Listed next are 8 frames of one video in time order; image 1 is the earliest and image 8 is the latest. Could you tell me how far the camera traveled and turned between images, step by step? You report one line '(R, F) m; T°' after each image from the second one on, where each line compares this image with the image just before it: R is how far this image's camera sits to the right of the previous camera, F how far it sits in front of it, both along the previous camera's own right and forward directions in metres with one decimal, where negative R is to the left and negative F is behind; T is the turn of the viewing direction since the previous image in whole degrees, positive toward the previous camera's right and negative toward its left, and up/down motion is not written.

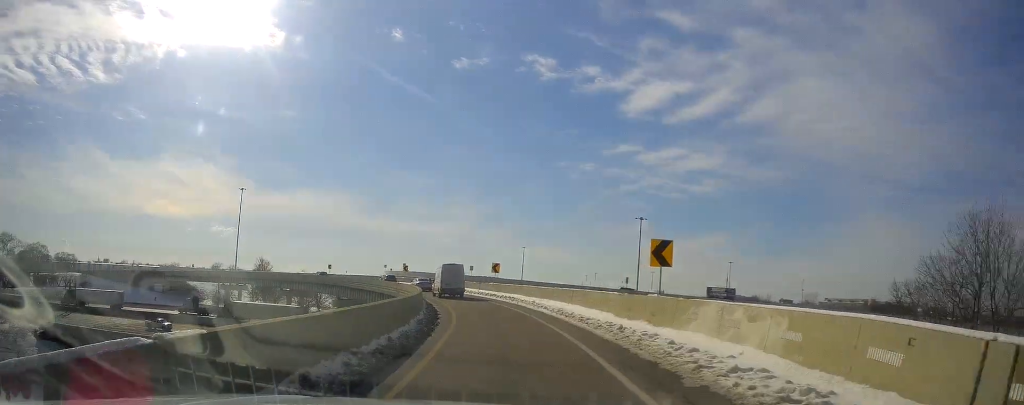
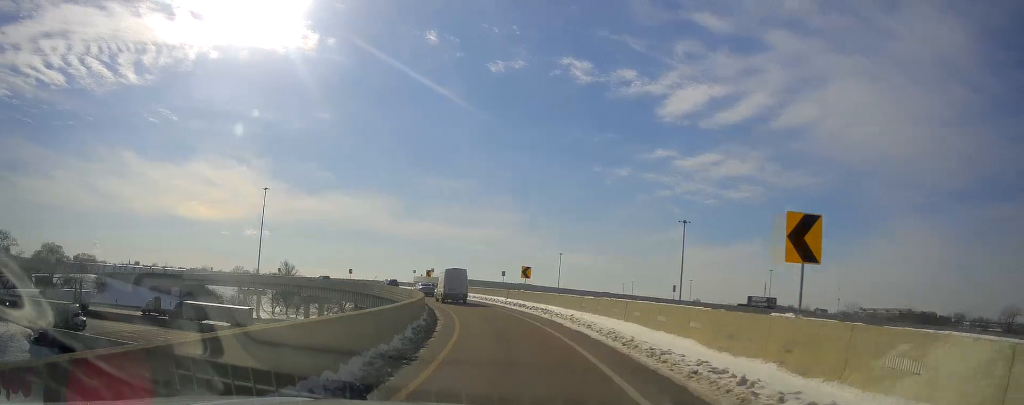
(-0.2, +9.1) m; -4°
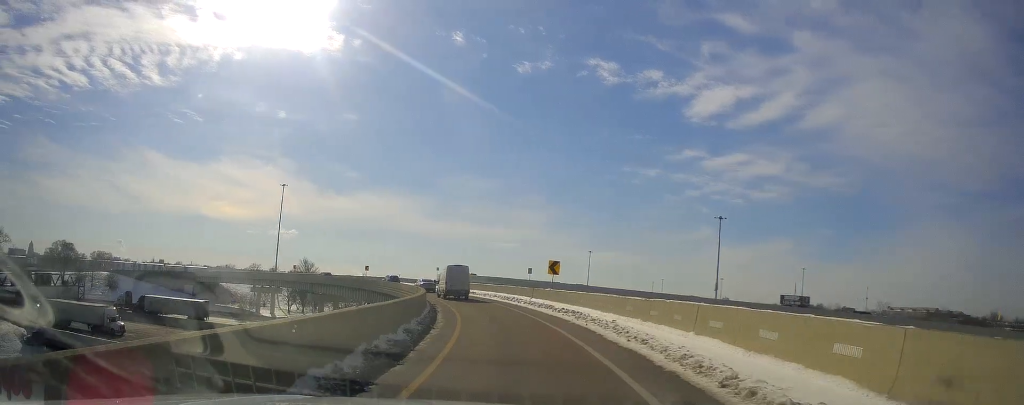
(-0.2, +7.3) m; -4°
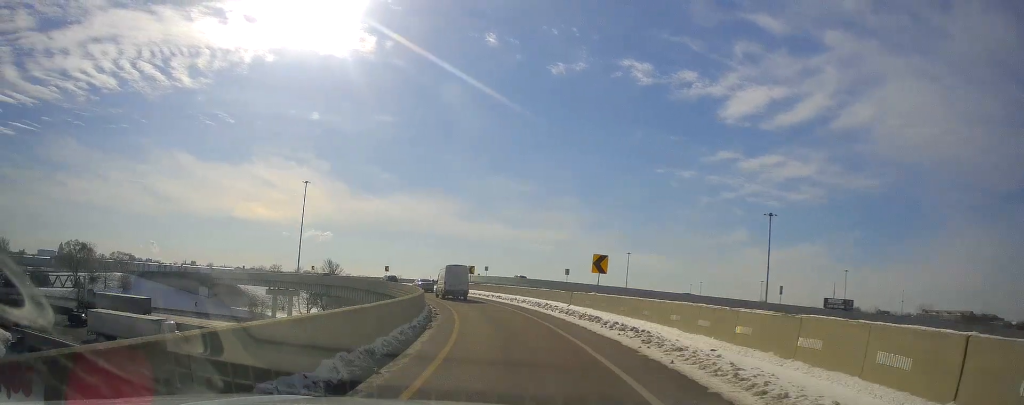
(-0.4, +10.1) m; -5°
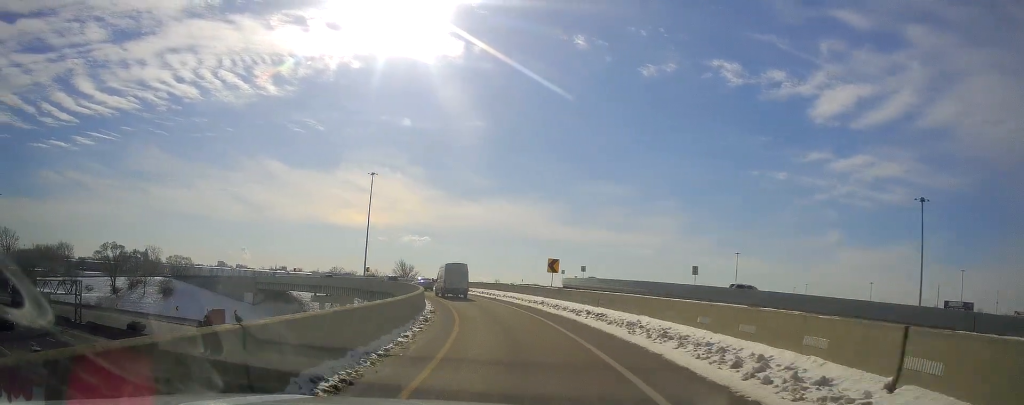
(-2.7, +25.8) m; -10°
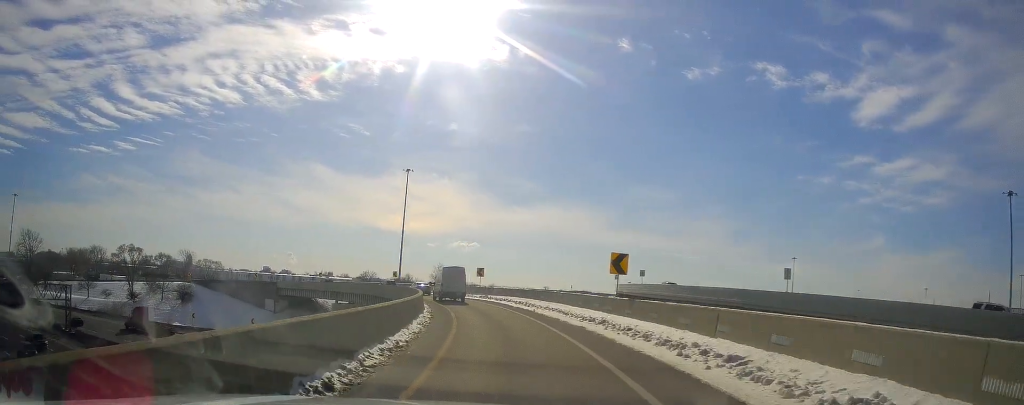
(-0.5, +13.4) m; -5°
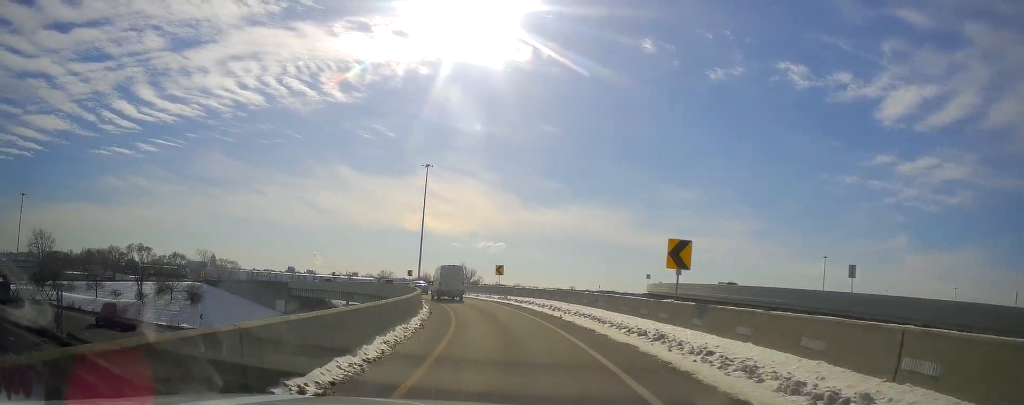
(+0.2, +7.3) m; -3°
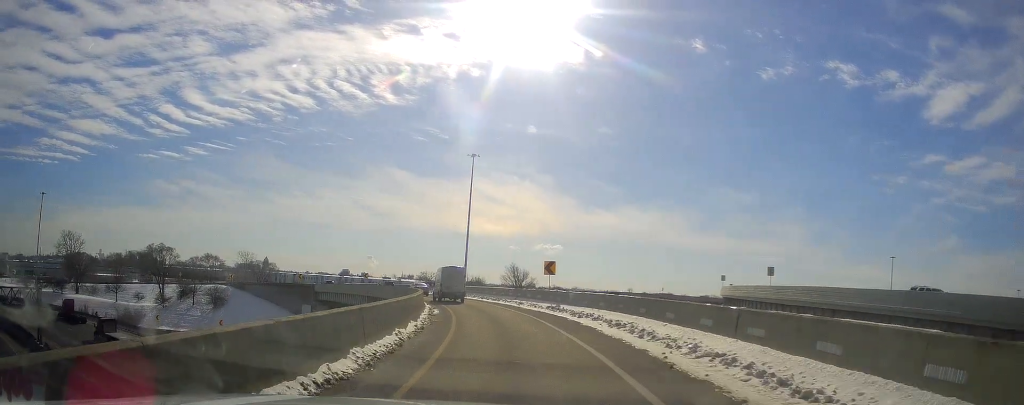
(-1.1, +14.5) m; -7°
